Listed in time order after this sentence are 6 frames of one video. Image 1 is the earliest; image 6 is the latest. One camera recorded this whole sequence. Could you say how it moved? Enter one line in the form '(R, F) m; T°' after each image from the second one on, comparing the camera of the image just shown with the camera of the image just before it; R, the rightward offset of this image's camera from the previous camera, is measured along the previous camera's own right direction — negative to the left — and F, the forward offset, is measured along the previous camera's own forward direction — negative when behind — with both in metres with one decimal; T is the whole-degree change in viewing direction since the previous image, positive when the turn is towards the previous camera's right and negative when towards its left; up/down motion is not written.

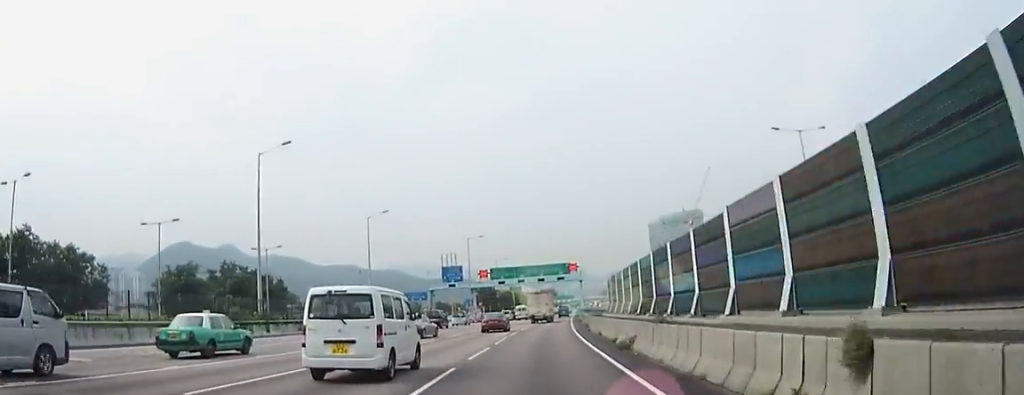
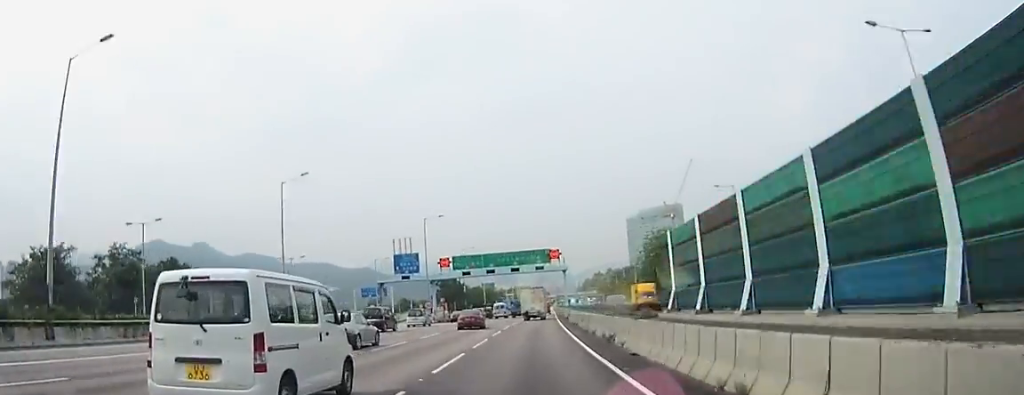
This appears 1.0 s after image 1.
(+0.4, +22.8) m; +2°
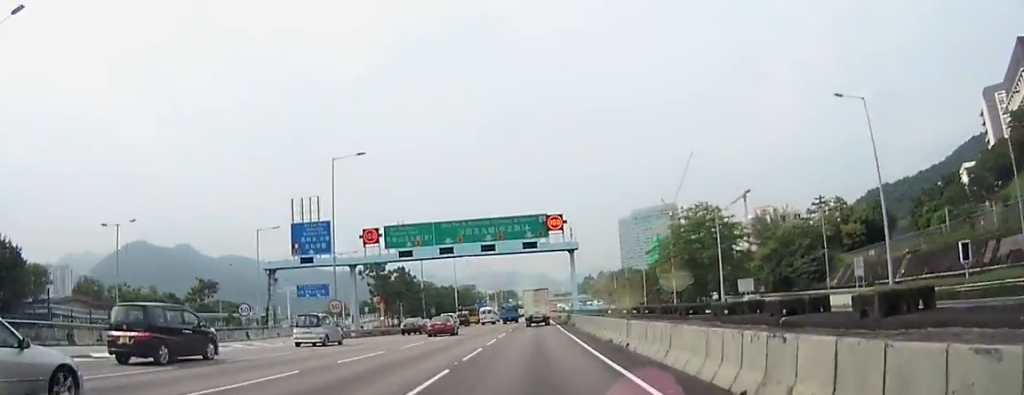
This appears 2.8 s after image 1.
(+0.7, +40.7) m; +1°
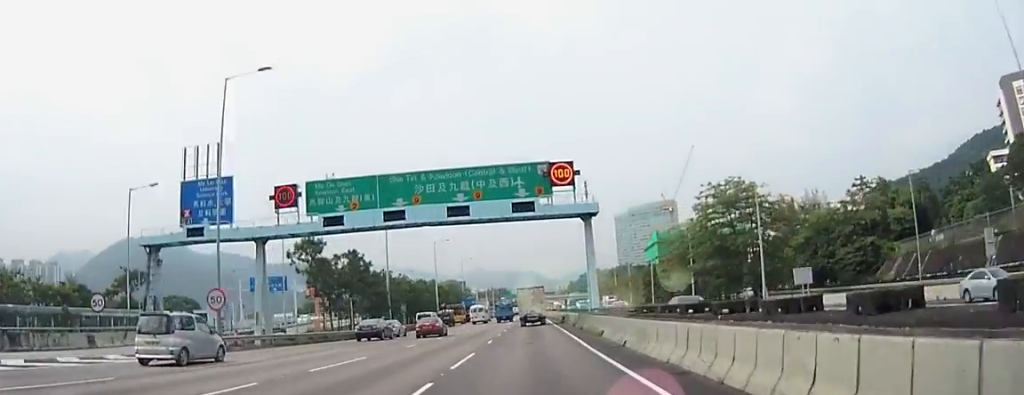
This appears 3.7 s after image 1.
(0.0, +20.8) m; 0°
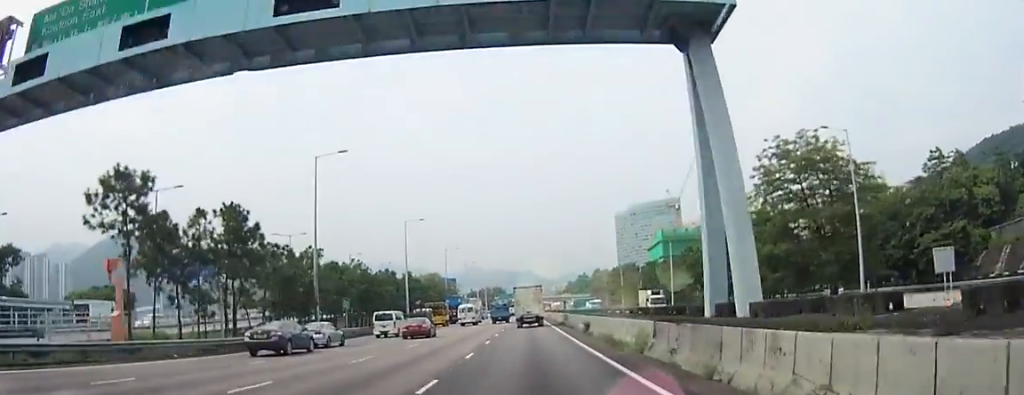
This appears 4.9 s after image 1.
(0.0, +26.5) m; 0°
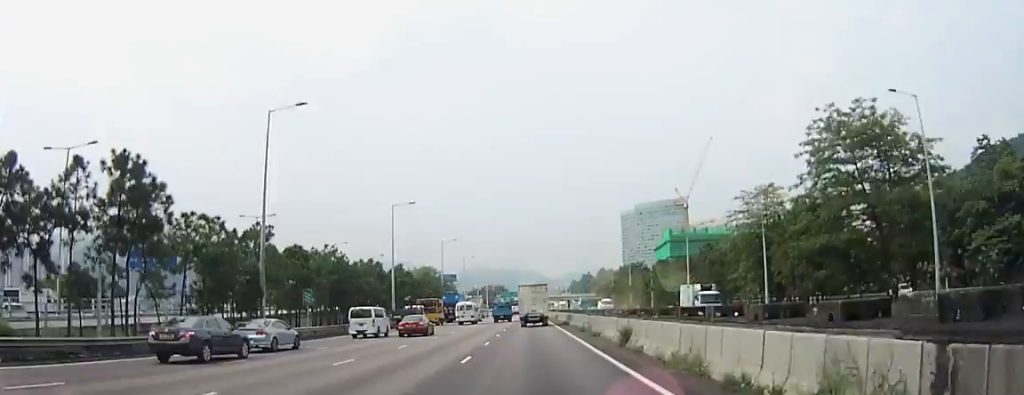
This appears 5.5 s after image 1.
(-0.1, +11.8) m; 0°
